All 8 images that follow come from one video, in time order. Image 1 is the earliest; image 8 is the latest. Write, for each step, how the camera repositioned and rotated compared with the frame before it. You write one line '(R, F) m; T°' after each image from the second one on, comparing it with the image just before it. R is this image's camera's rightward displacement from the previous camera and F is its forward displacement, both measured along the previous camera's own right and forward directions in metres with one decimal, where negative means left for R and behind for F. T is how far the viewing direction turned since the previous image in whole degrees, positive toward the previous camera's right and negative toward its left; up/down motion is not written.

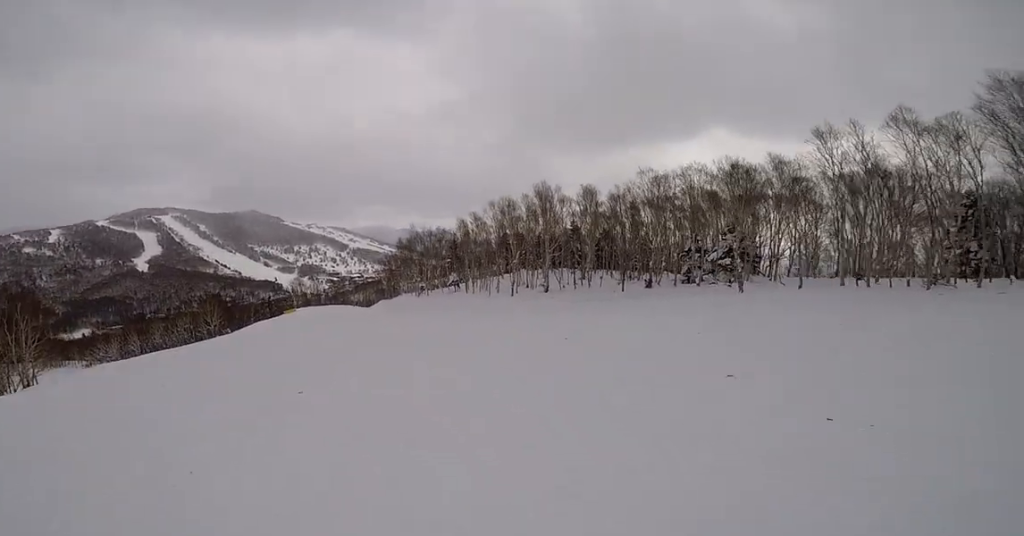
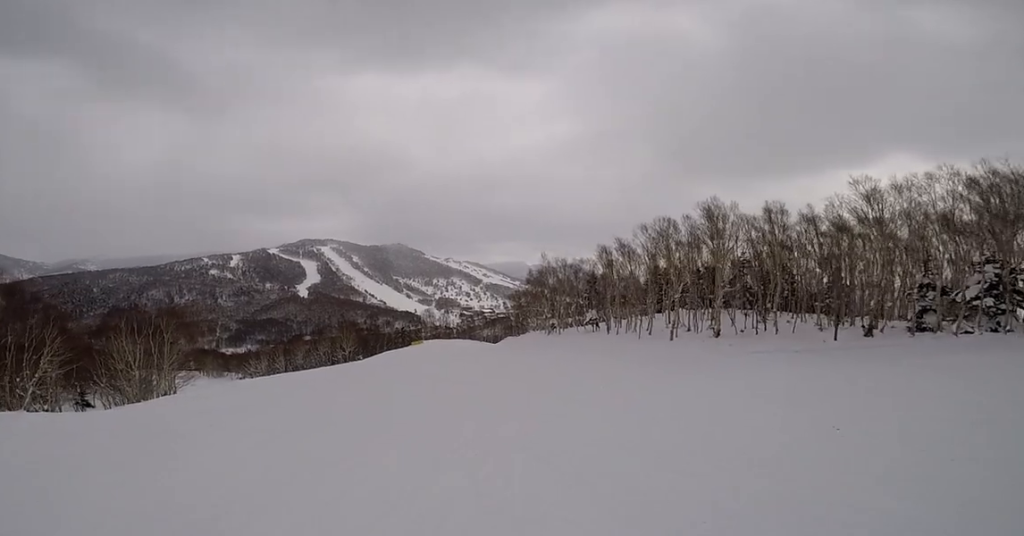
(0.0, +6.6) m; -5°
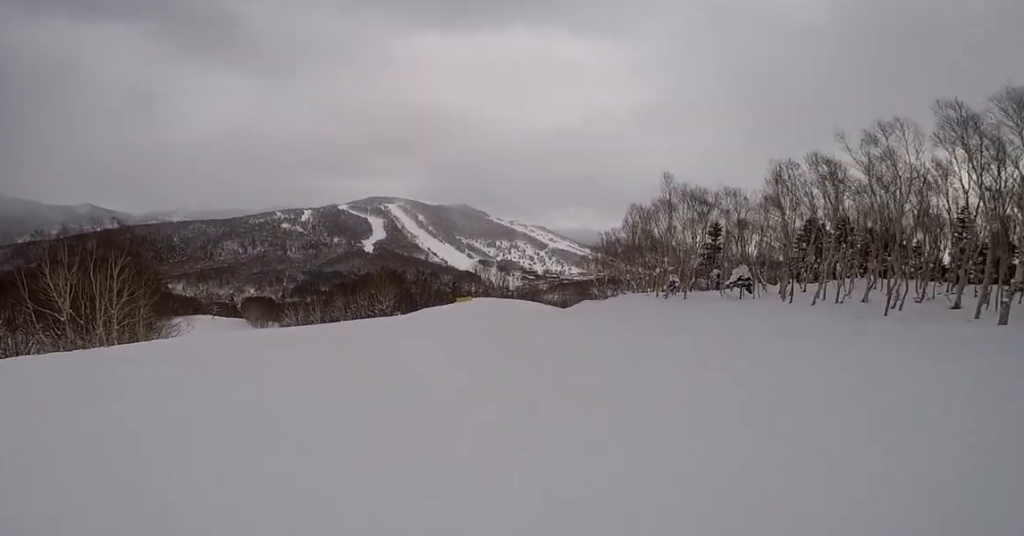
(-2.2, +18.7) m; -4°
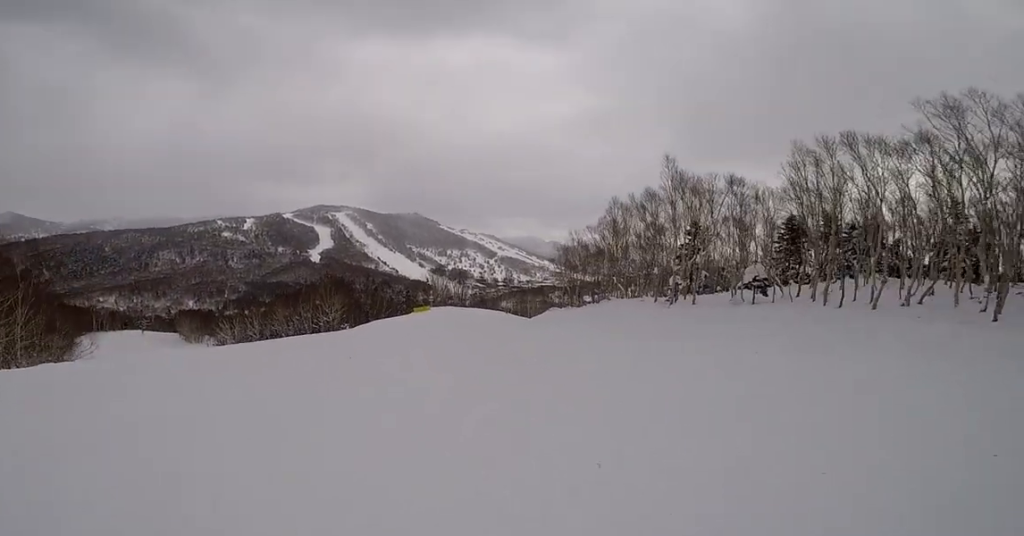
(+0.2, +6.9) m; +5°
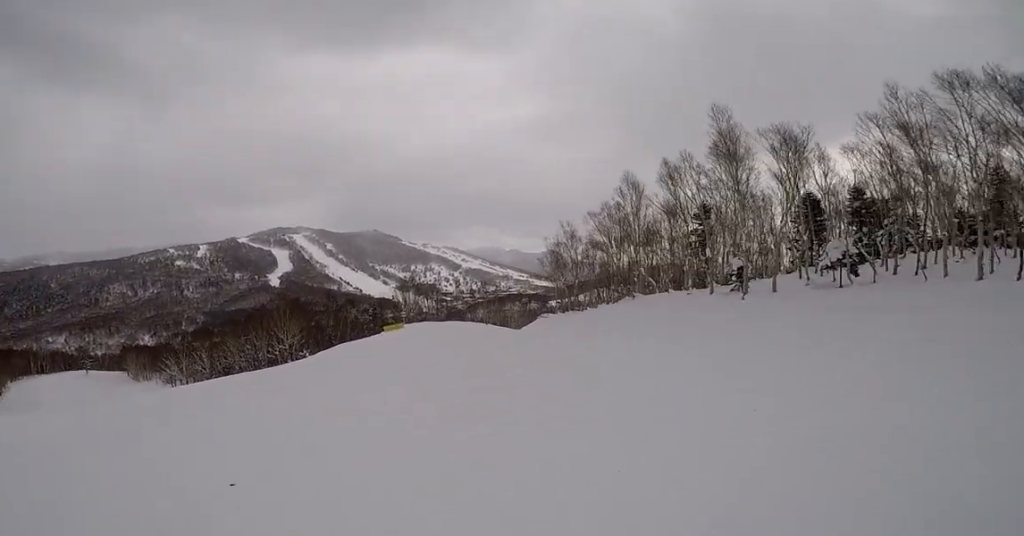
(+0.6, +8.3) m; +4°
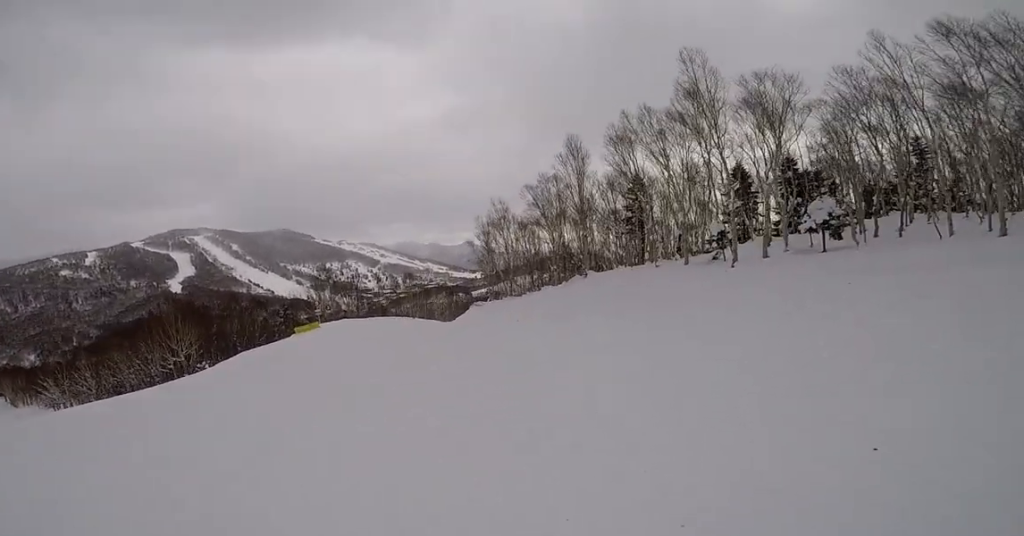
(+0.1, +5.1) m; -1°
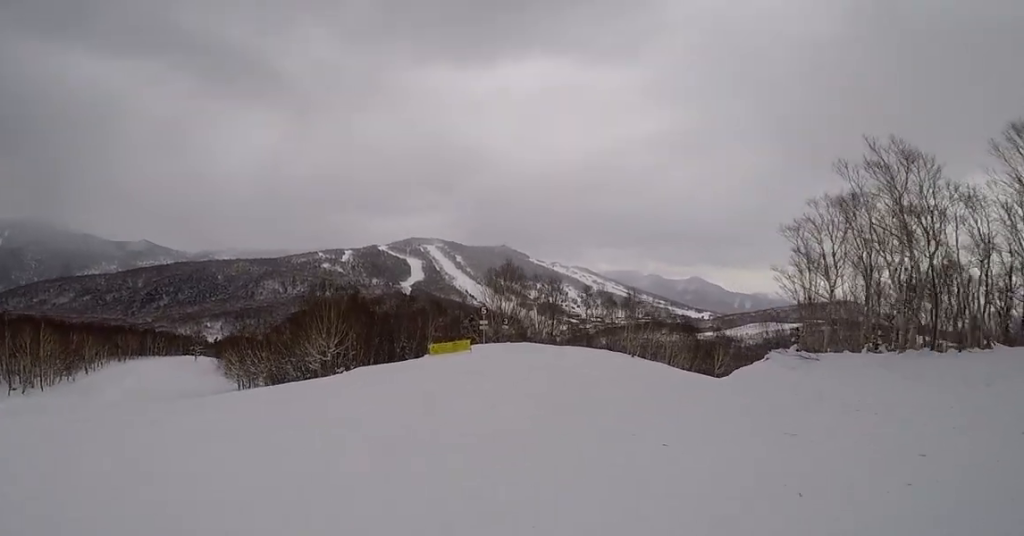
(-0.3, +20.7) m; -2°
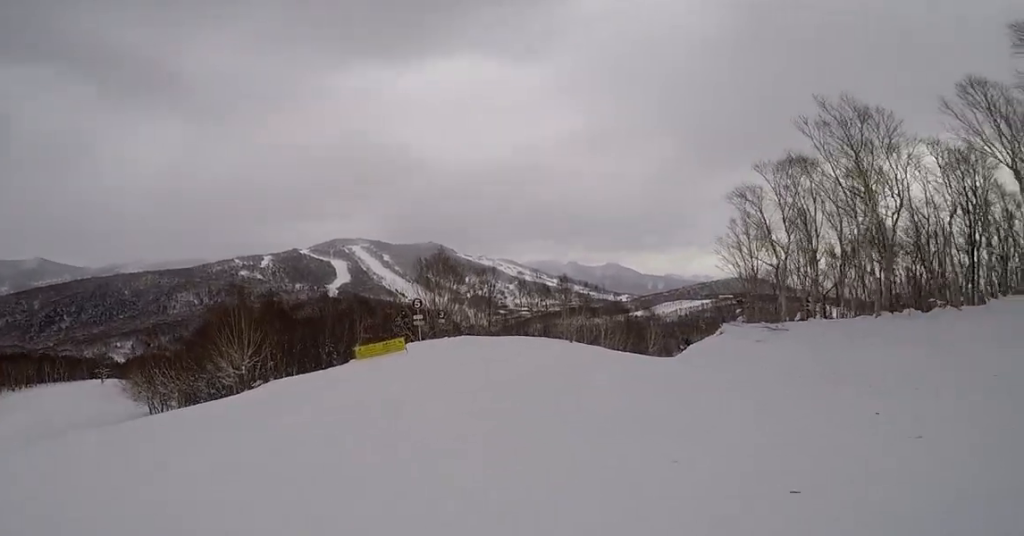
(-0.1, +3.2) m; -2°
